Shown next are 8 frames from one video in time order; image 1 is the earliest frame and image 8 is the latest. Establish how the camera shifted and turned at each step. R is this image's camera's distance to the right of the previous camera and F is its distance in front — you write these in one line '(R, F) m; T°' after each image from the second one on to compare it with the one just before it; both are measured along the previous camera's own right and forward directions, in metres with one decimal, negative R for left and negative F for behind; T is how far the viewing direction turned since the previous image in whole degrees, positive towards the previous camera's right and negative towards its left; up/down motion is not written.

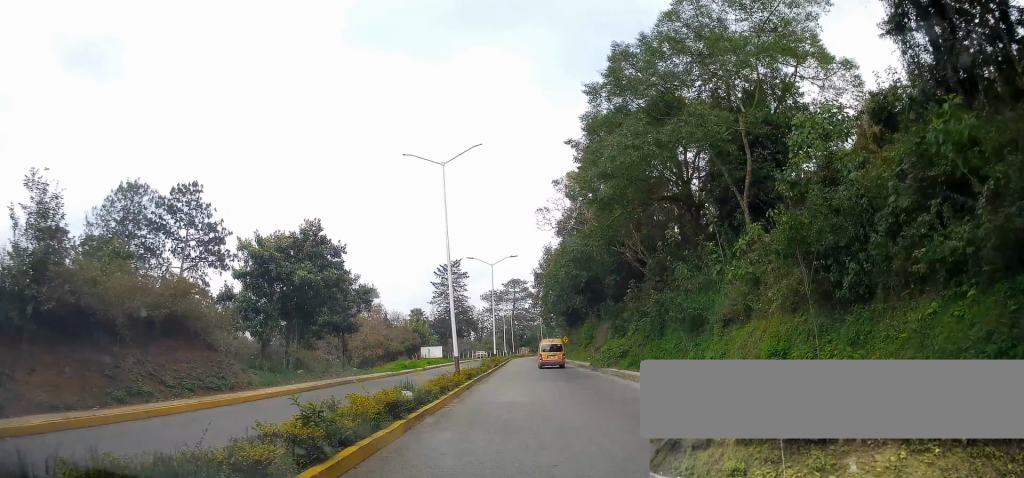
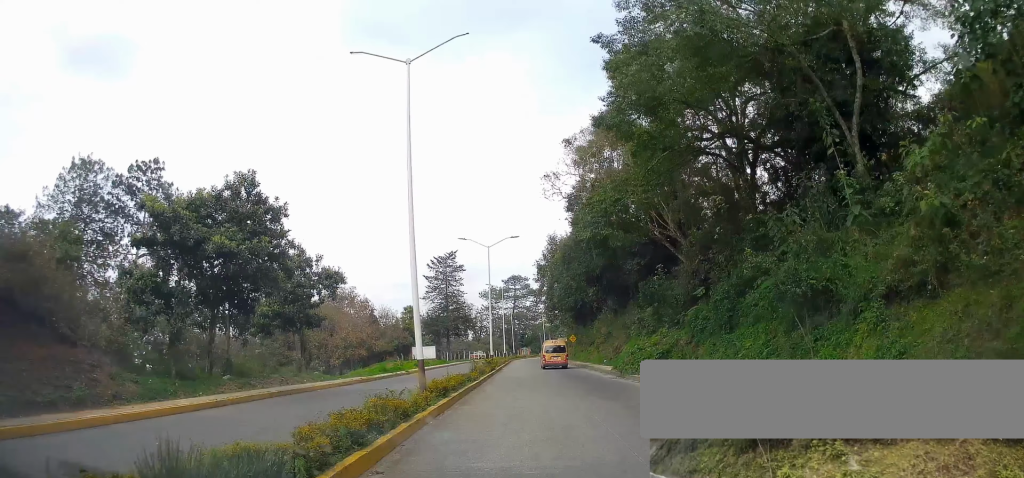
(0.0, +8.9) m; 0°
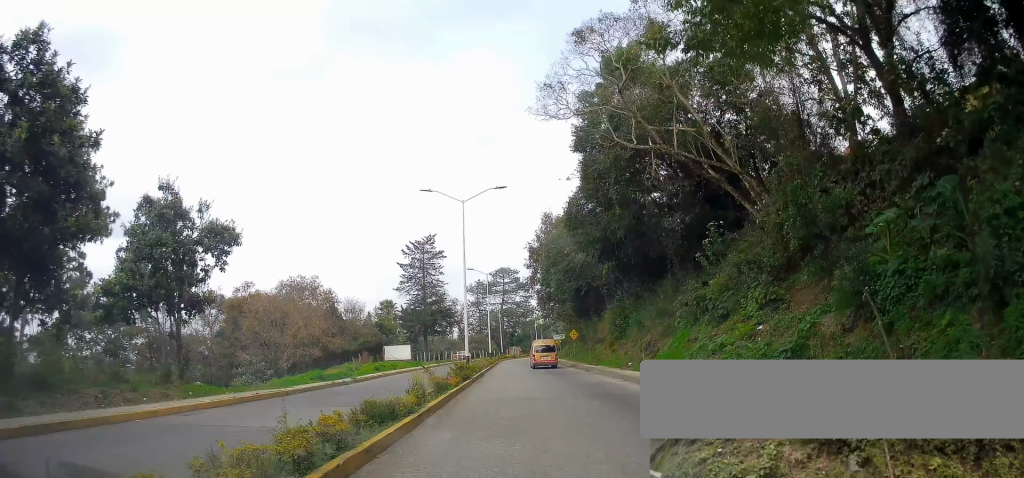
(0.0, +13.5) m; 0°
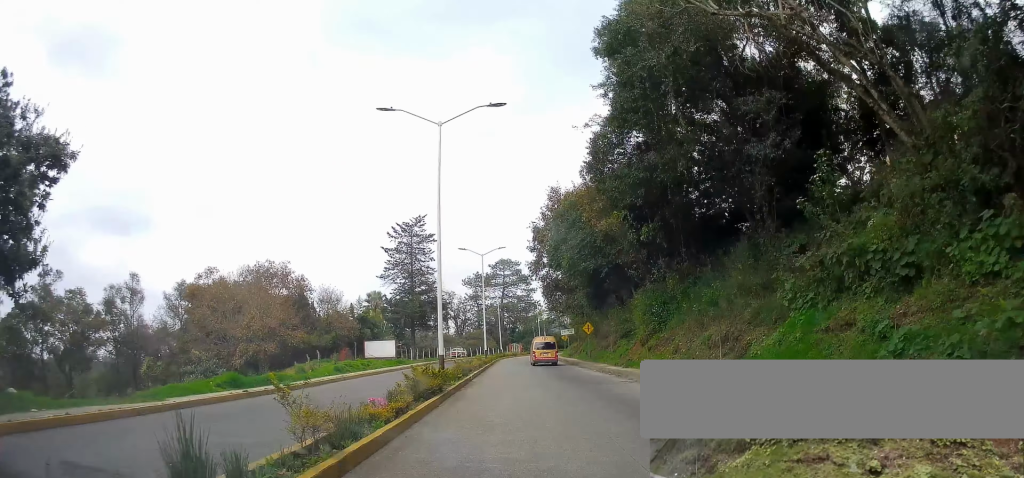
(0.0, +10.6) m; -1°
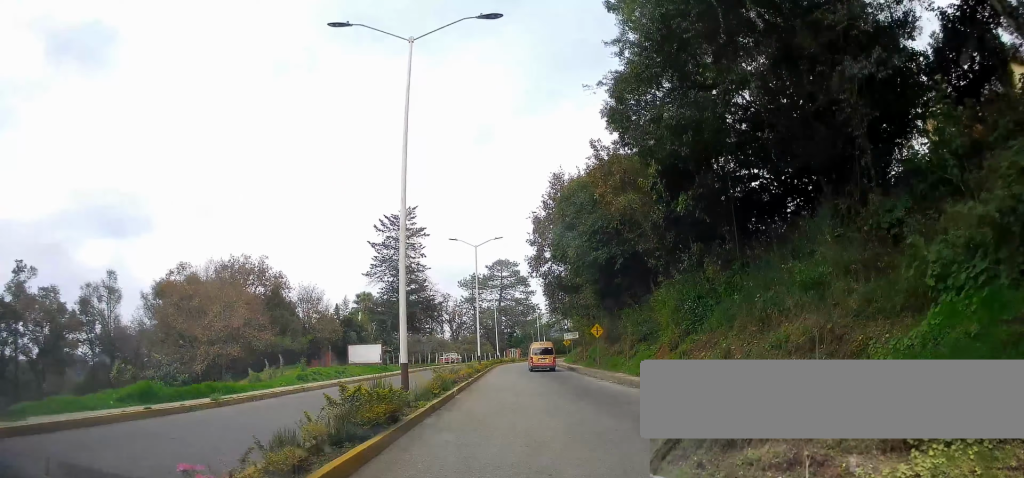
(-0.1, +5.8) m; 0°
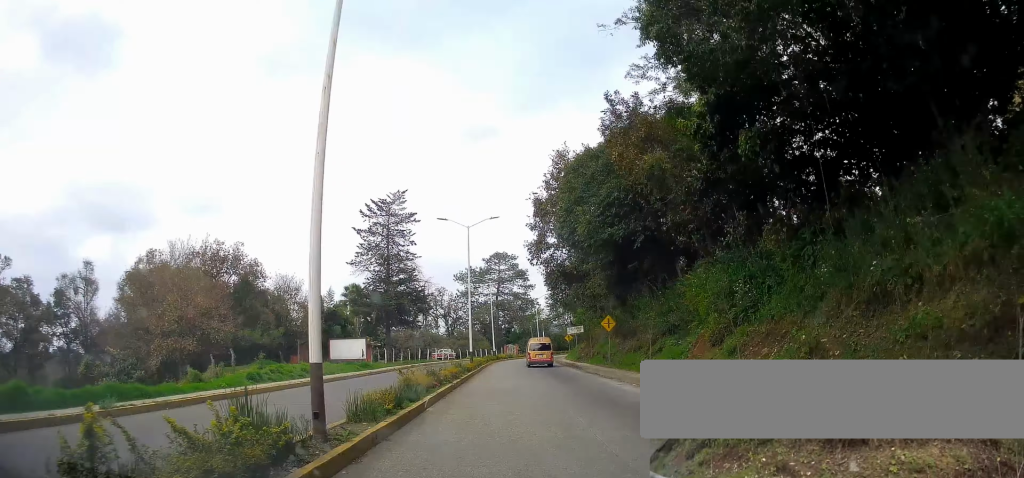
(-0.1, +5.4) m; 0°
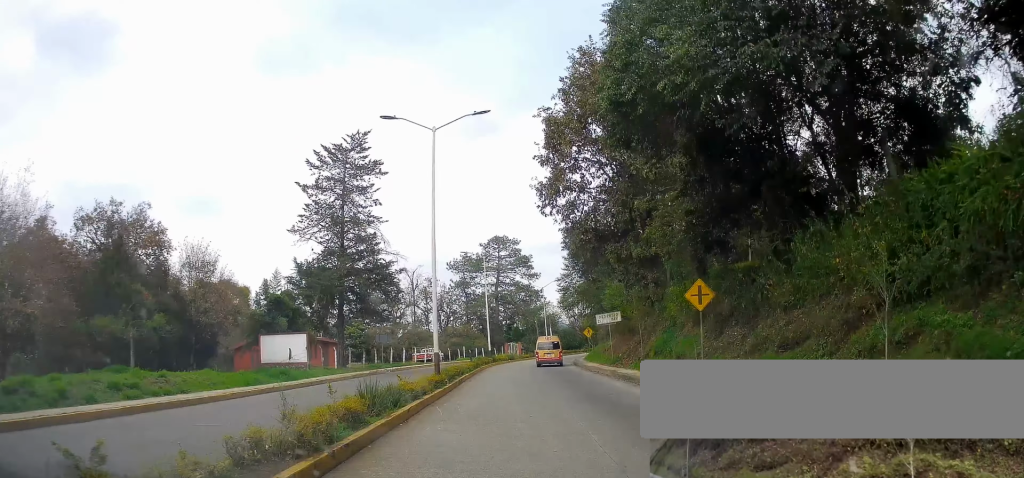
(-0.1, +17.6) m; -2°
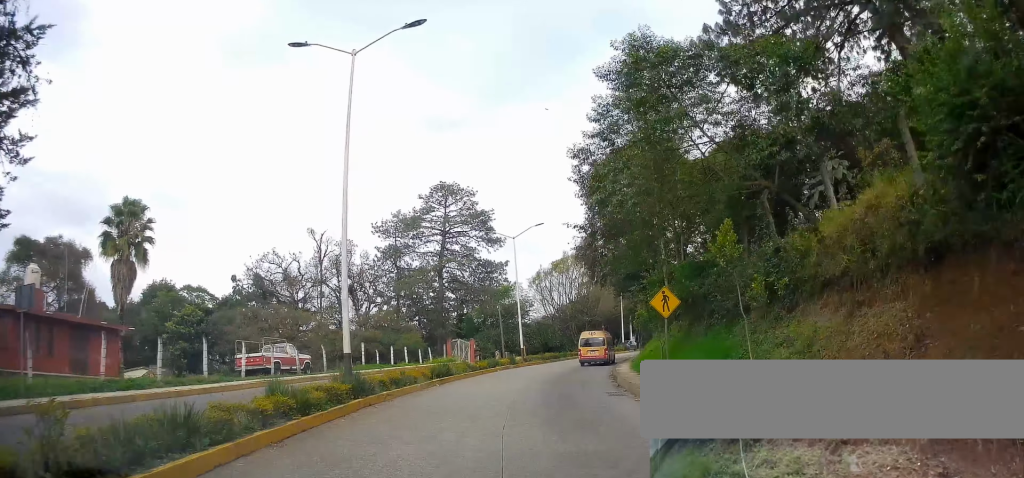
(0.0, +36.7) m; 0°
